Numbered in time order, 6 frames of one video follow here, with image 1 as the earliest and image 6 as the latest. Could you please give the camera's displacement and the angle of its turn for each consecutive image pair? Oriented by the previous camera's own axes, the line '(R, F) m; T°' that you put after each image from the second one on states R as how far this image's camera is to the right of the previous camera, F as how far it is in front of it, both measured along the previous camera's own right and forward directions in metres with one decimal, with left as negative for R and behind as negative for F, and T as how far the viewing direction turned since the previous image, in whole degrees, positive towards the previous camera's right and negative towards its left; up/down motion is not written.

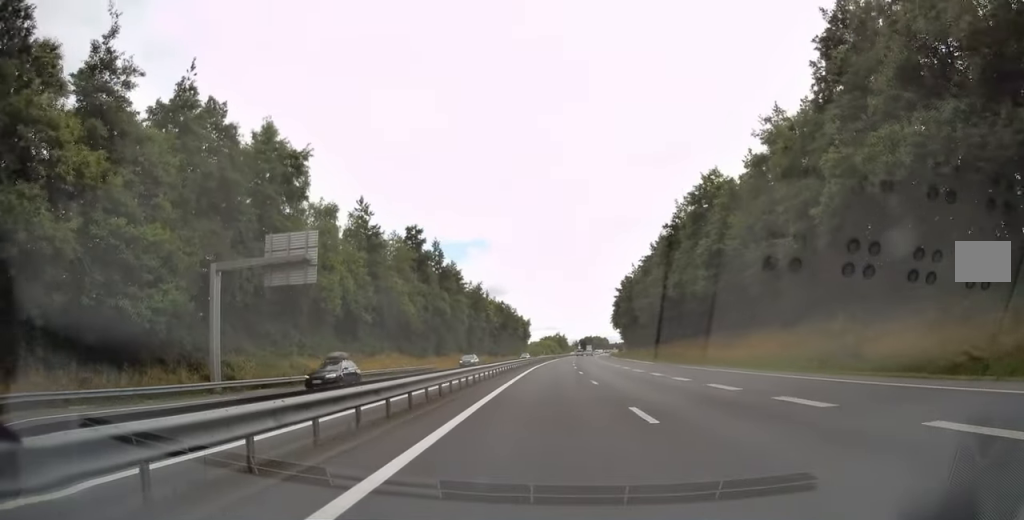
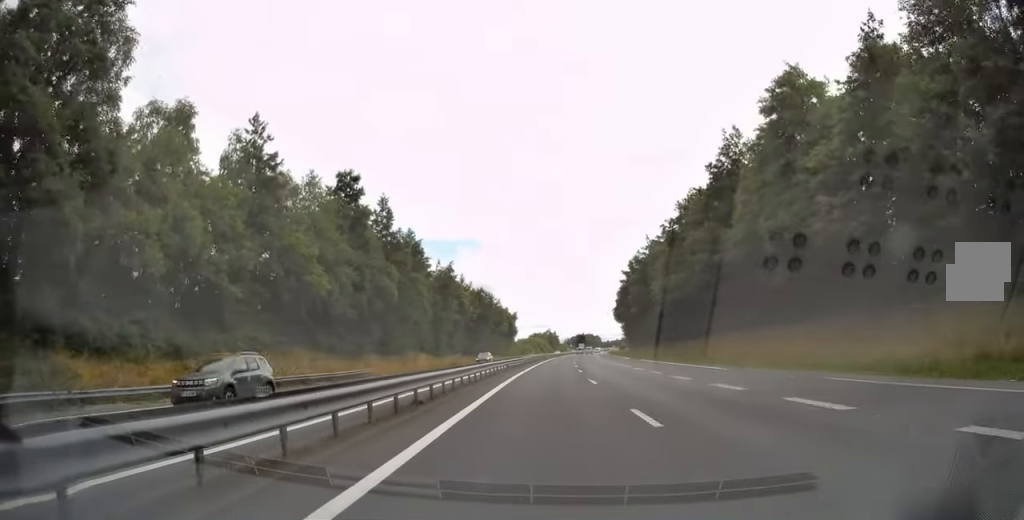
(+0.3, +27.0) m; +1°
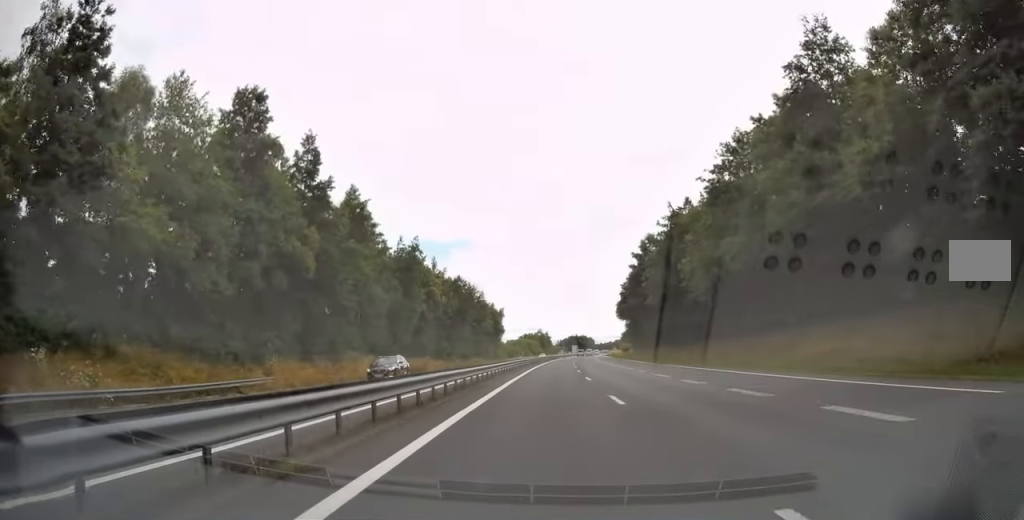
(+0.2, +21.7) m; +1°
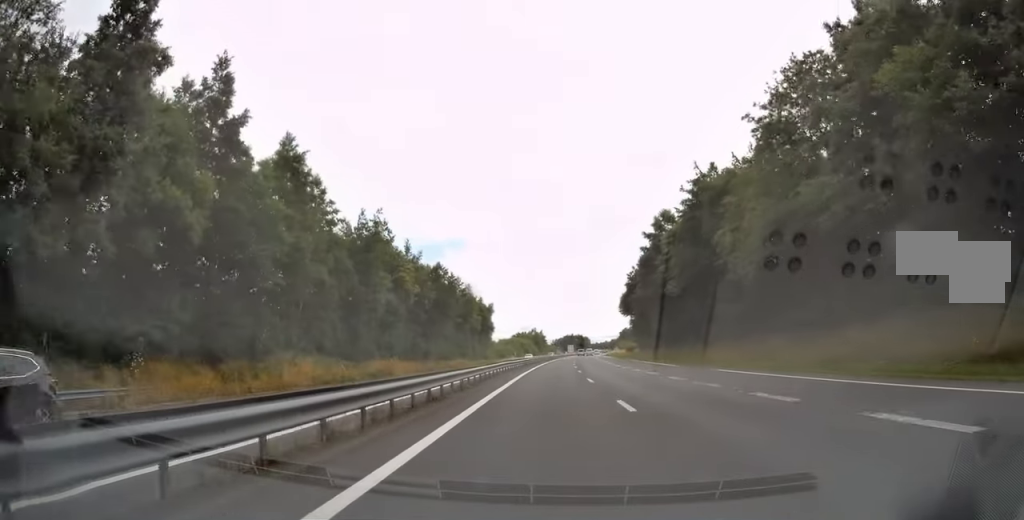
(+0.1, +14.8) m; +1°
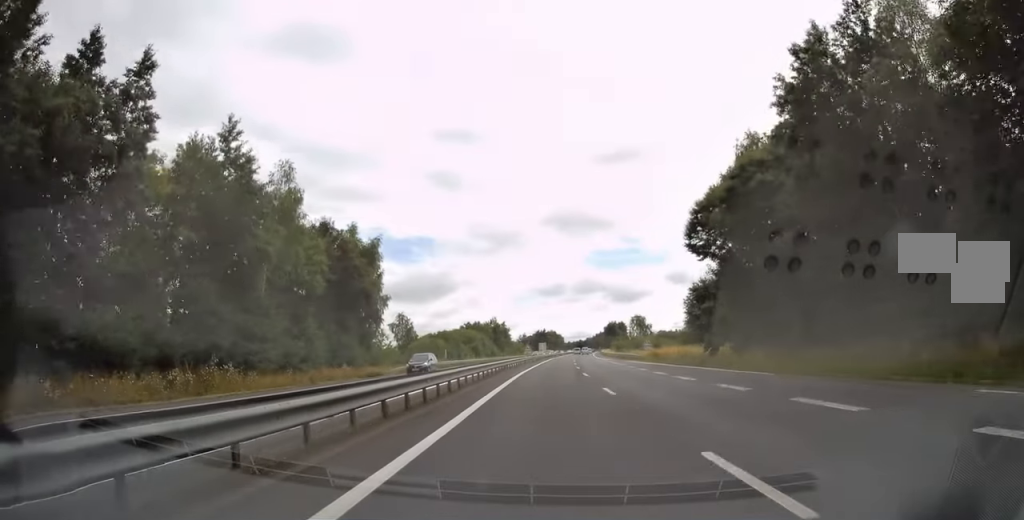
(+1.5, +74.6) m; +2°
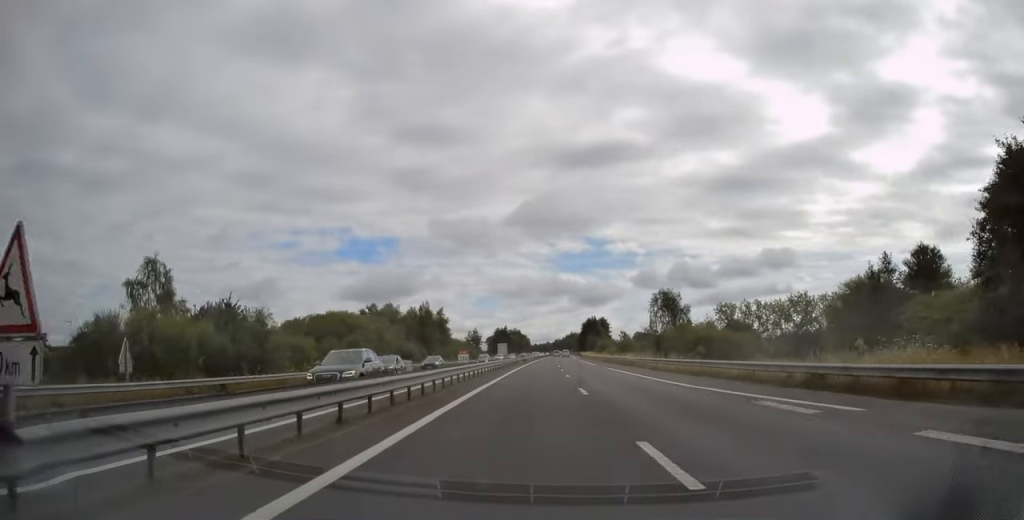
(+1.3, +65.0) m; +3°
